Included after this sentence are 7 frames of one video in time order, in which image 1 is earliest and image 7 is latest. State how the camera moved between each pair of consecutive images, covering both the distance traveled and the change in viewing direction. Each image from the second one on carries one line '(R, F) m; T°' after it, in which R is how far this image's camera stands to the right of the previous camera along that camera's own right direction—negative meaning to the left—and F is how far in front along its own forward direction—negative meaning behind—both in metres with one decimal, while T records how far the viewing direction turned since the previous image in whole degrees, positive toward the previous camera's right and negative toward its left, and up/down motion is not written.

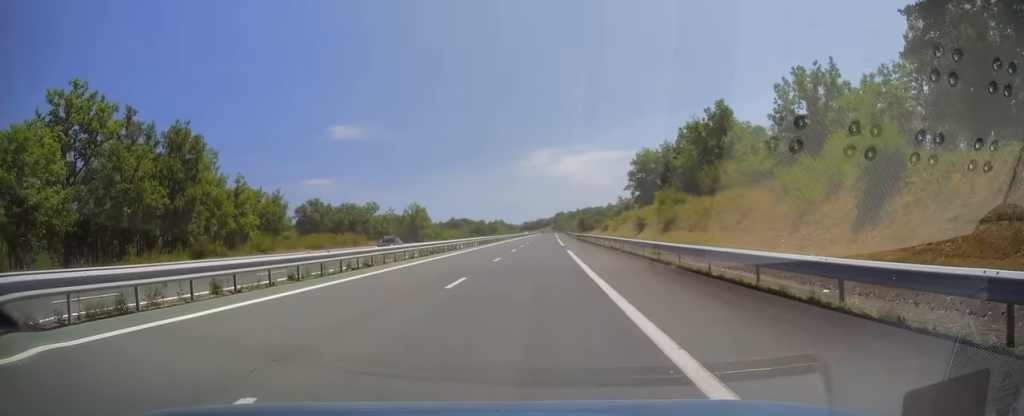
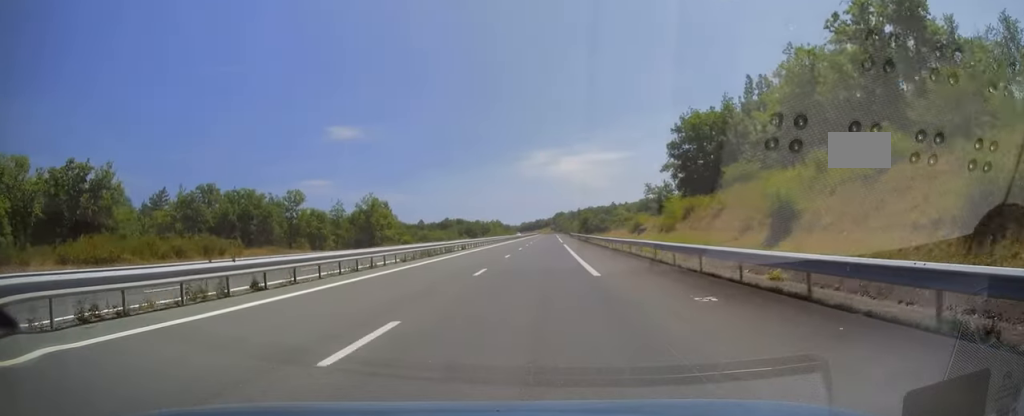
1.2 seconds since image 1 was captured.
(0.0, +34.5) m; 0°
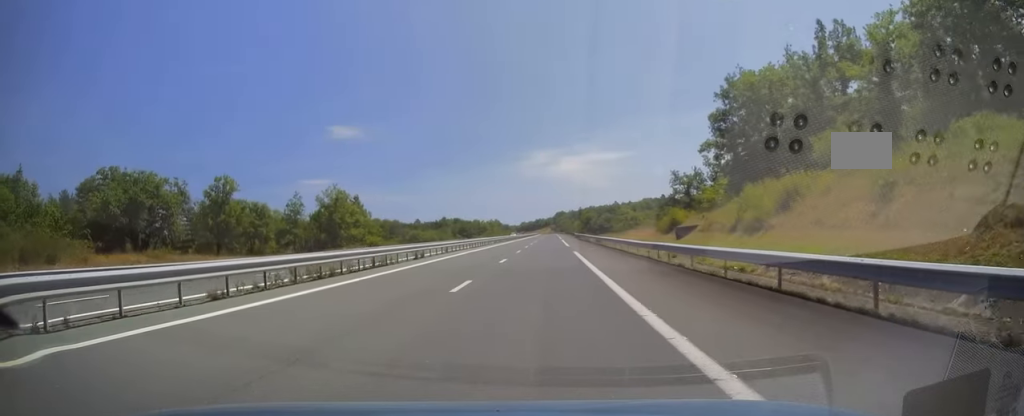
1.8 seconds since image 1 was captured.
(0.0, +18.2) m; 0°
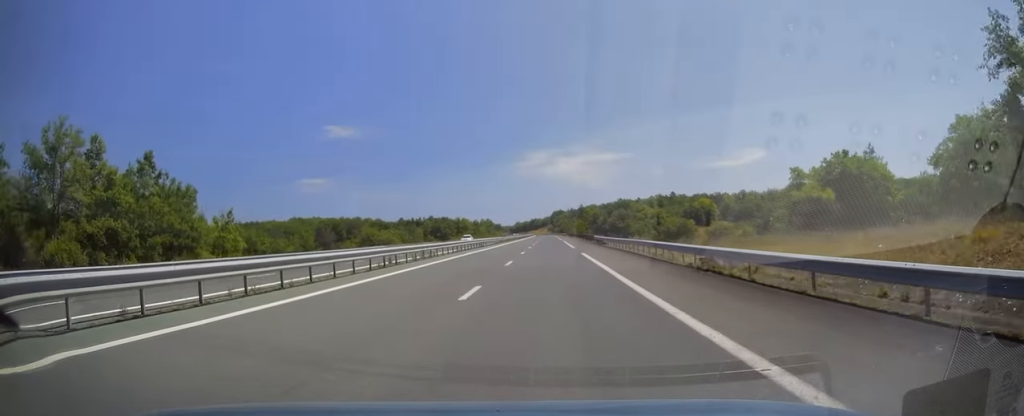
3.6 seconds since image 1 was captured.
(0.0, +53.8) m; +1°
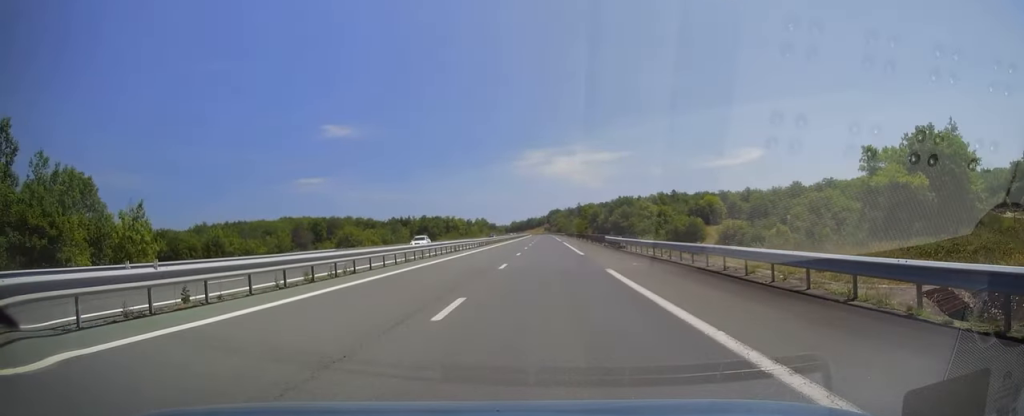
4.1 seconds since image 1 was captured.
(+0.1, +15.8) m; 0°
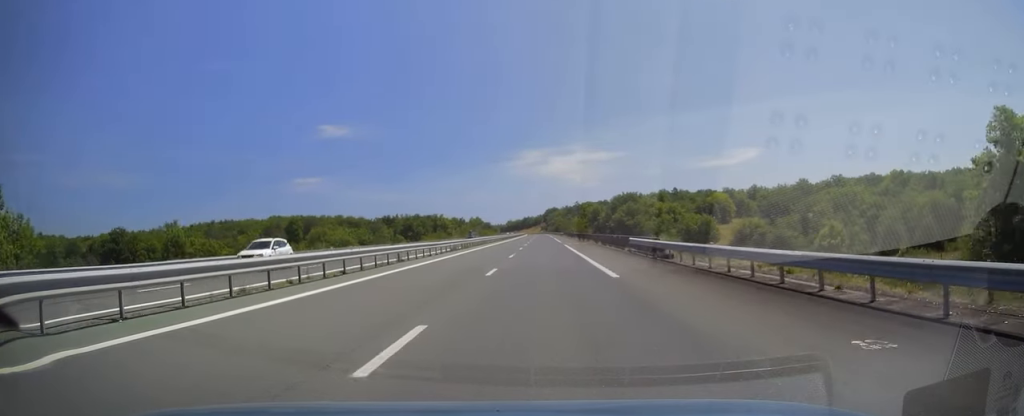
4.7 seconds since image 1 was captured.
(+0.3, +16.8) m; 0°
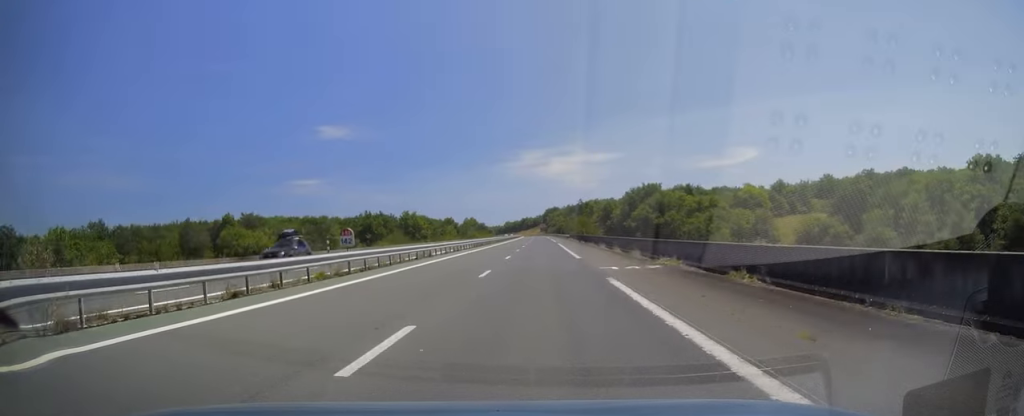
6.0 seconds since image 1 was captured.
(-0.3, +38.9) m; 0°
